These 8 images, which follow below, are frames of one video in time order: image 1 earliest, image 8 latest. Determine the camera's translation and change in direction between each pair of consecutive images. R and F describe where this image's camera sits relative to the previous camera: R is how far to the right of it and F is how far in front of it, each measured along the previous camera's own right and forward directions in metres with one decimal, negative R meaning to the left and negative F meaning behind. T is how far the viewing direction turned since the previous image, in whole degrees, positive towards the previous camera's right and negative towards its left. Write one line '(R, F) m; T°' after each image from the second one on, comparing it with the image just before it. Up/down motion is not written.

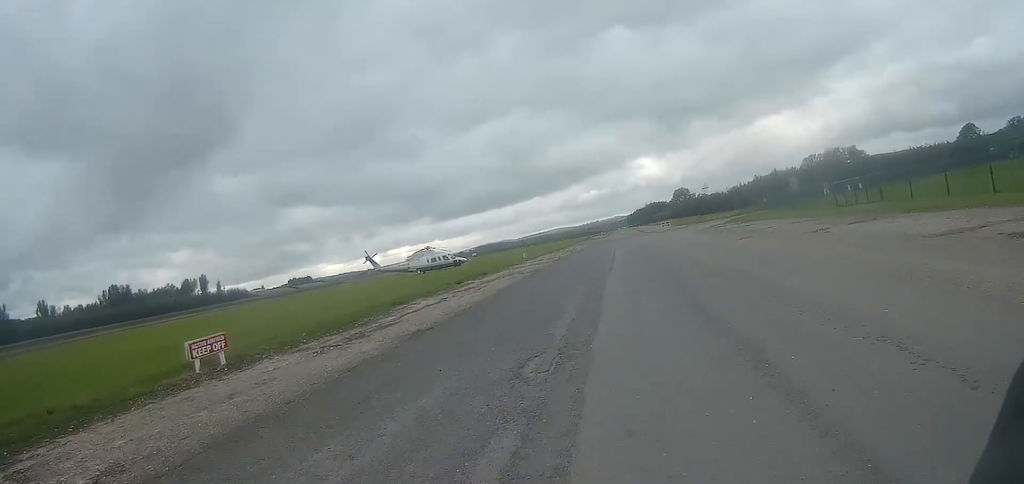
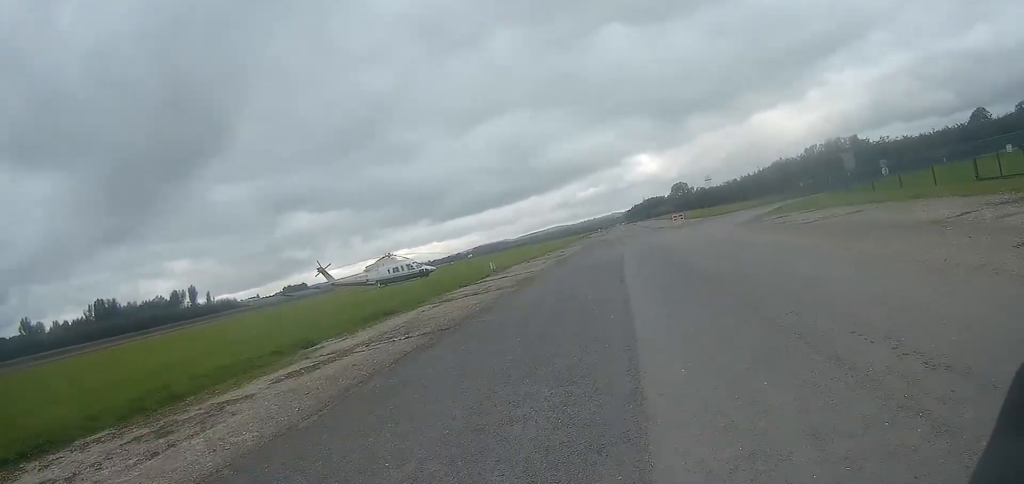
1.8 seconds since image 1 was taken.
(+0.1, +13.6) m; 0°
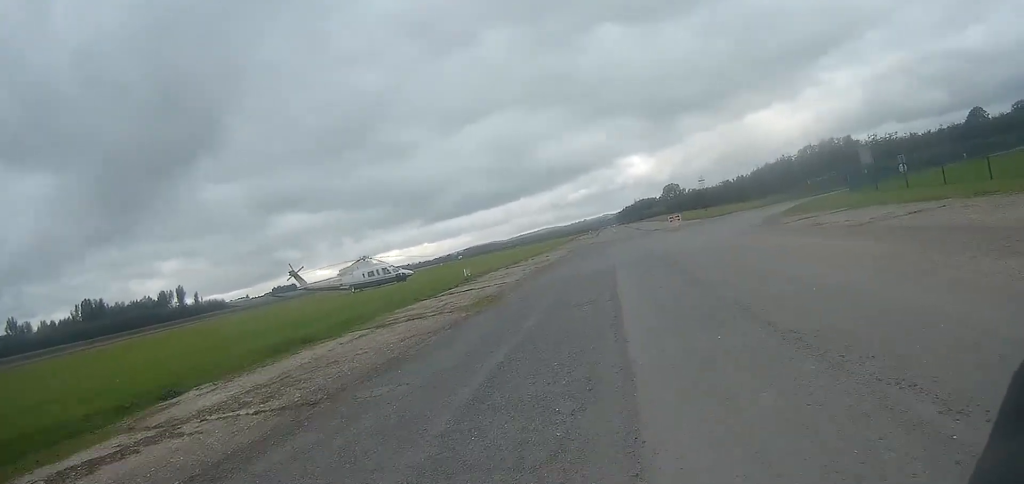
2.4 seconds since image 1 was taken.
(0.0, +4.4) m; 0°
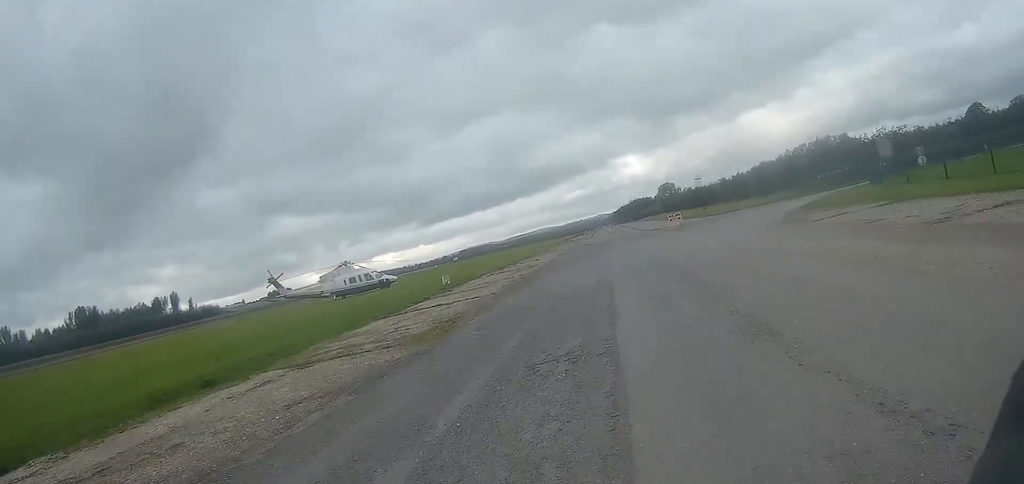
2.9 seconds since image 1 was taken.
(+0.1, +3.6) m; 0°
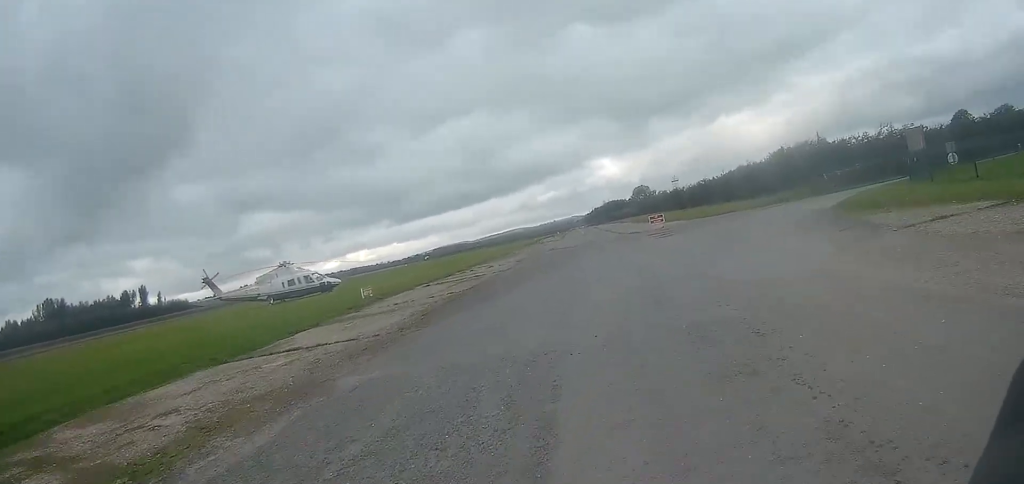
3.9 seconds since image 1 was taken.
(-0.1, +6.5) m; 0°
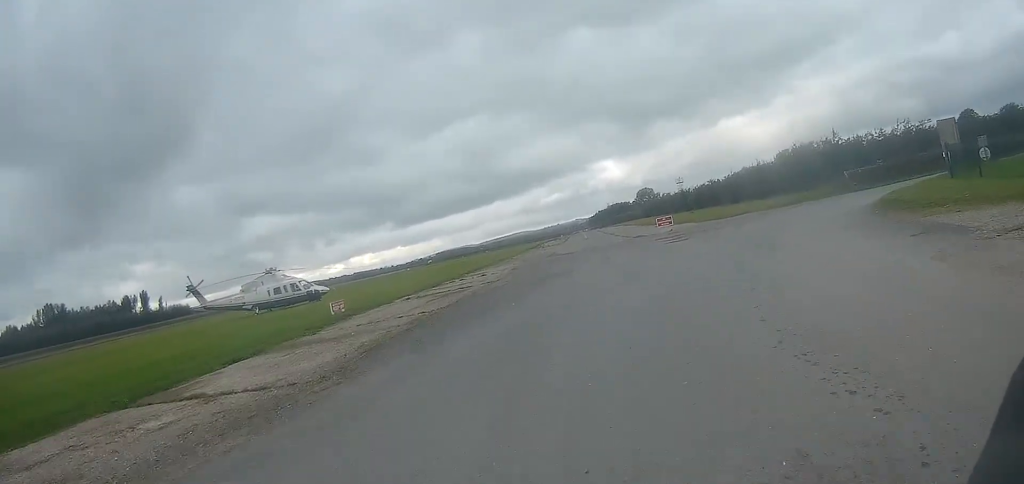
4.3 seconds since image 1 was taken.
(0.0, +2.8) m; 0°
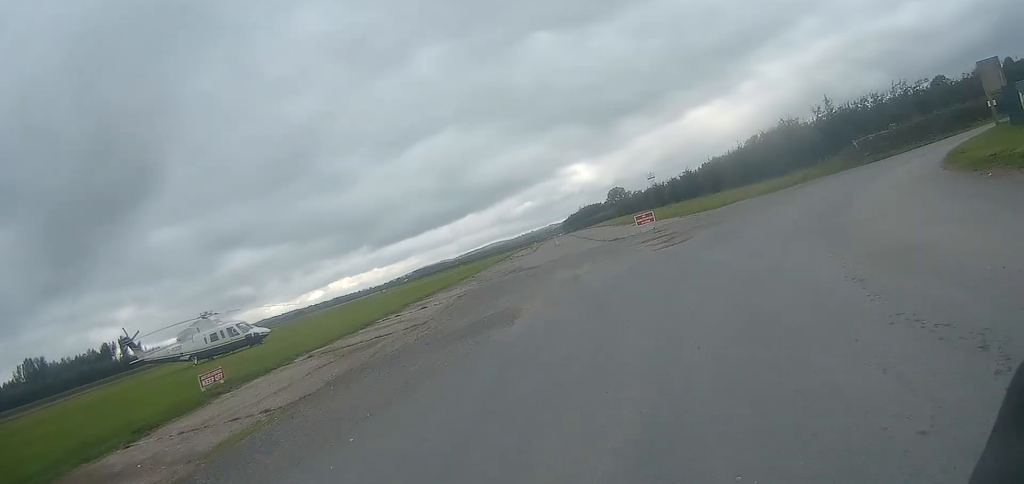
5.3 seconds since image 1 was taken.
(+0.1, +5.8) m; +4°
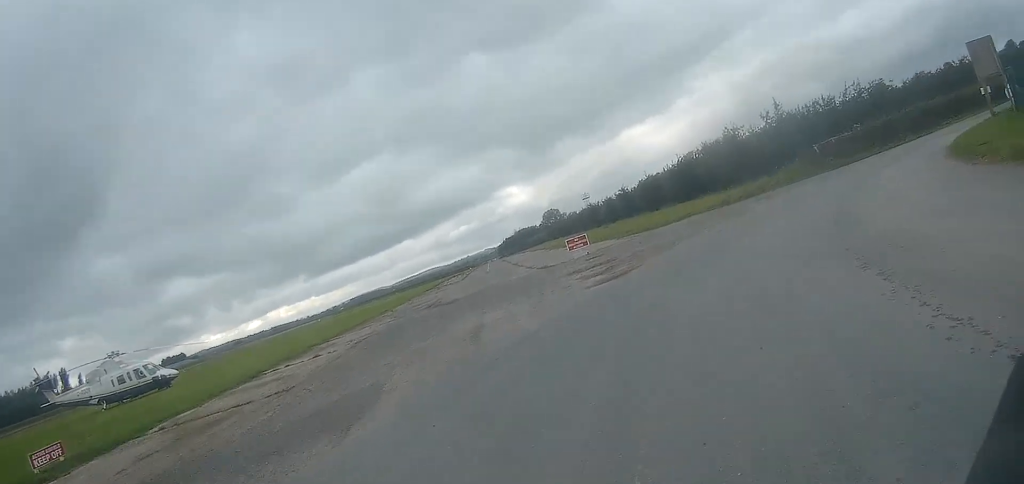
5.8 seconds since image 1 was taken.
(+0.1, +3.5) m; +6°
